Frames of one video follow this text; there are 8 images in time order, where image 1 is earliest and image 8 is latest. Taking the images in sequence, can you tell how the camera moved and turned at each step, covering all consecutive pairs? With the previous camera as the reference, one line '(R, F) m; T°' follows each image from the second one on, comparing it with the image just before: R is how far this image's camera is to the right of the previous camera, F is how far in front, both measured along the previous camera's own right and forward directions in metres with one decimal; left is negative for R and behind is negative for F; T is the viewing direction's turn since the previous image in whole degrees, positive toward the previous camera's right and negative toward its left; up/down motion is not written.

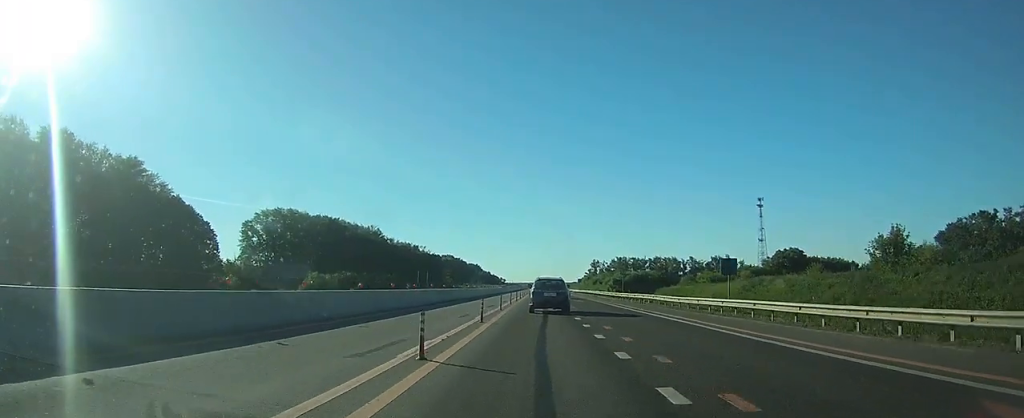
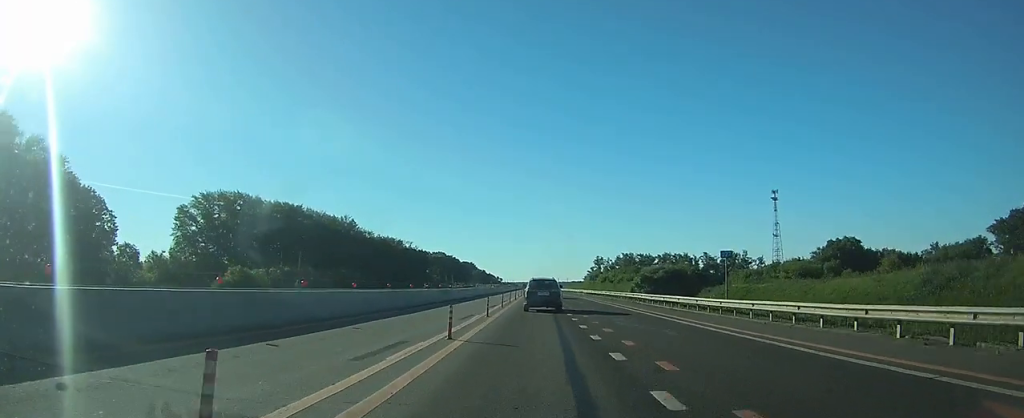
(0.0, +35.5) m; 0°
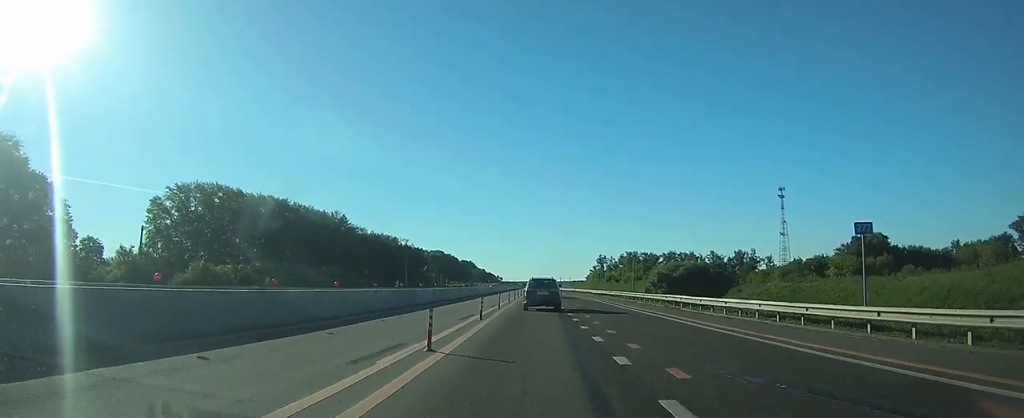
(0.0, +12.3) m; 0°
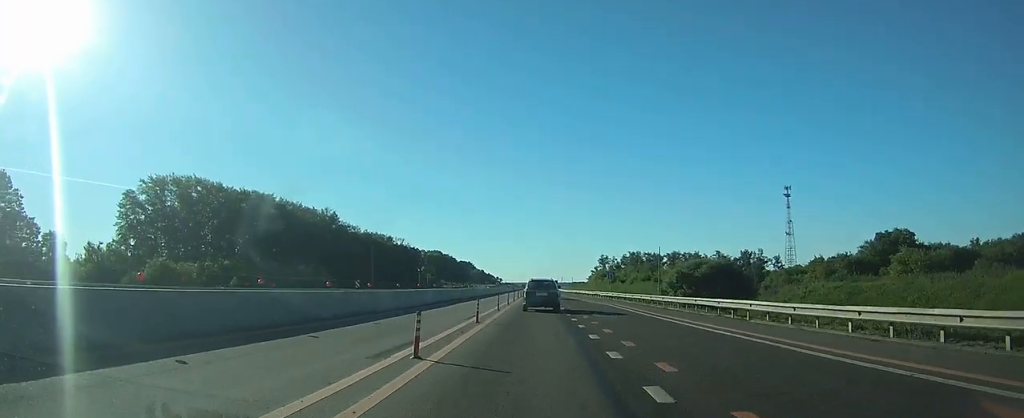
(0.0, +10.9) m; 0°
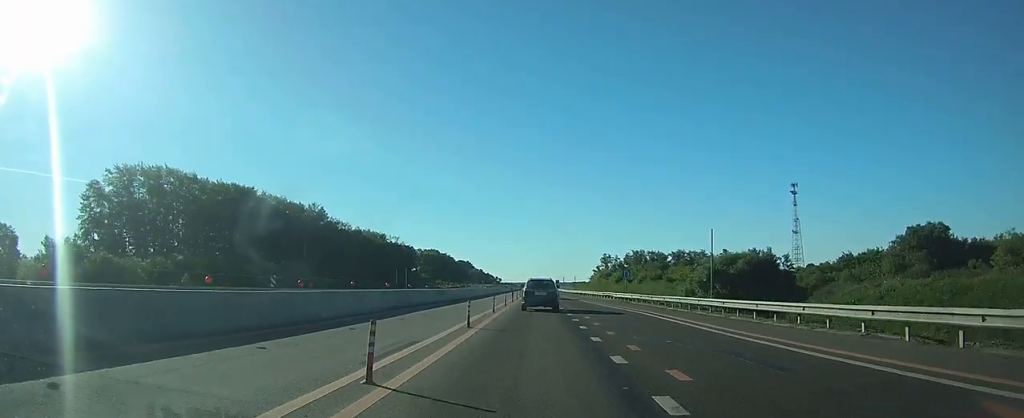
(0.0, +12.5) m; 0°
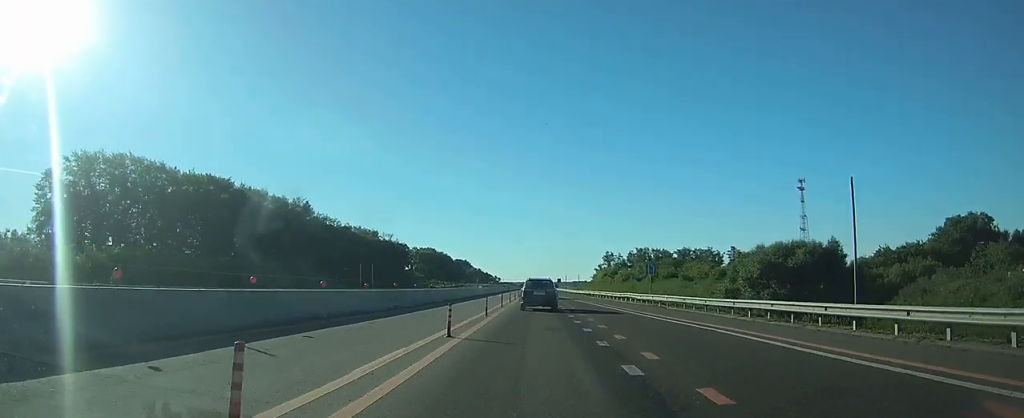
(0.0, +13.4) m; 0°
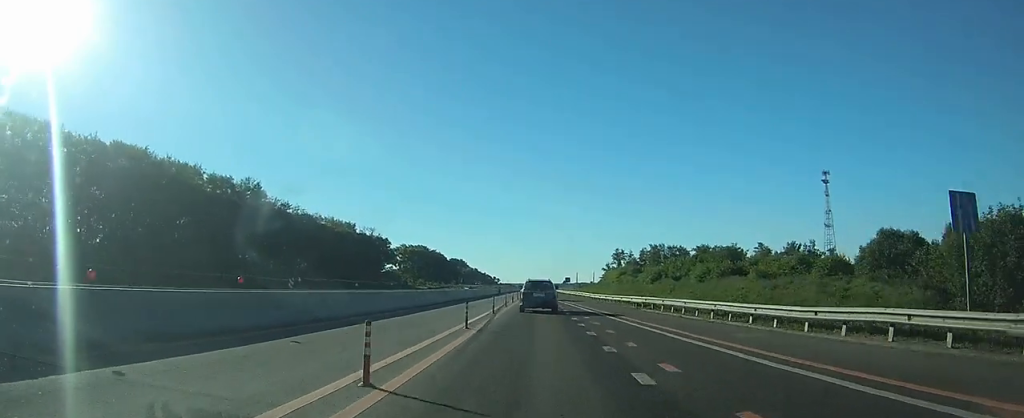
(-0.3, +36.2) m; -1°
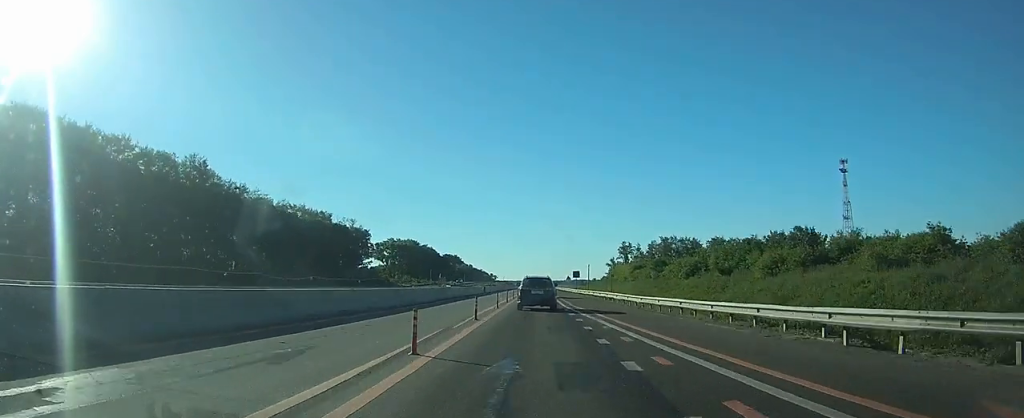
(0.0, +26.8) m; 0°
